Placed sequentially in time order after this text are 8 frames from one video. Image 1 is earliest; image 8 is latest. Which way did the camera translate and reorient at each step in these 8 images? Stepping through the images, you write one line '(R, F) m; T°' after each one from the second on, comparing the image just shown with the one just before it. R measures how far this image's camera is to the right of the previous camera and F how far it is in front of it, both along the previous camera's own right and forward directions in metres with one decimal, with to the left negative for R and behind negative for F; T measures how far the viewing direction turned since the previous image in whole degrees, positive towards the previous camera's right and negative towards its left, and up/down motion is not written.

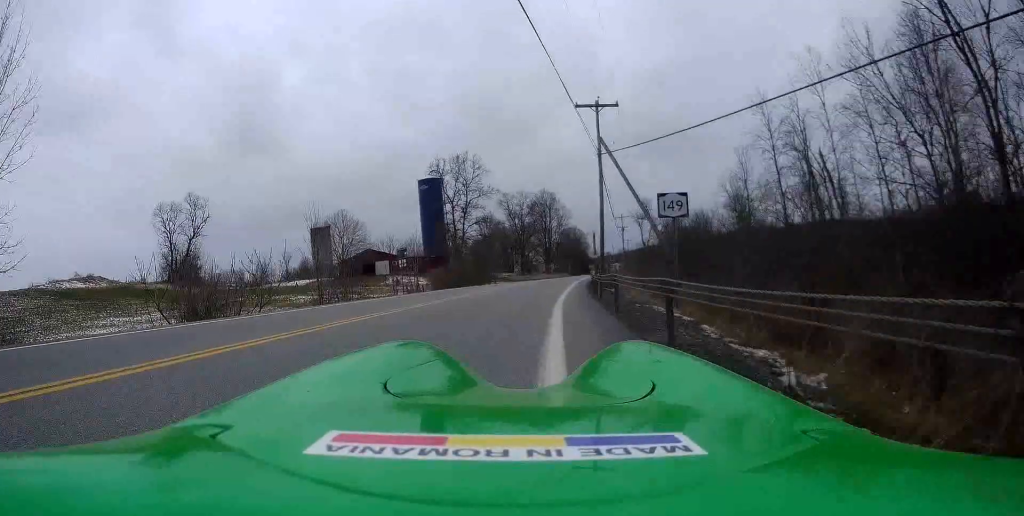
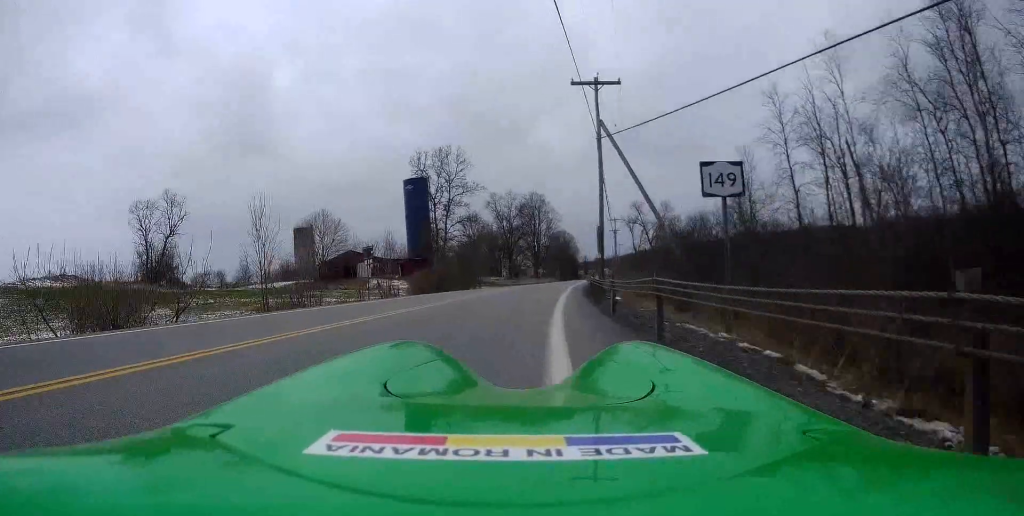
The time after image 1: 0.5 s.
(+0.2, +4.6) m; -2°
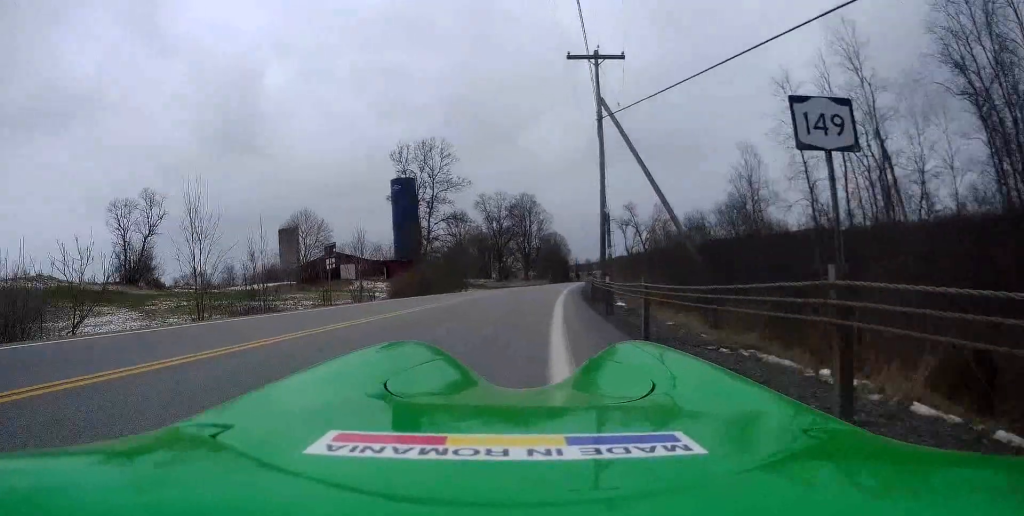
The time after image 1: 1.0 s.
(-0.1, +4.3) m; -2°
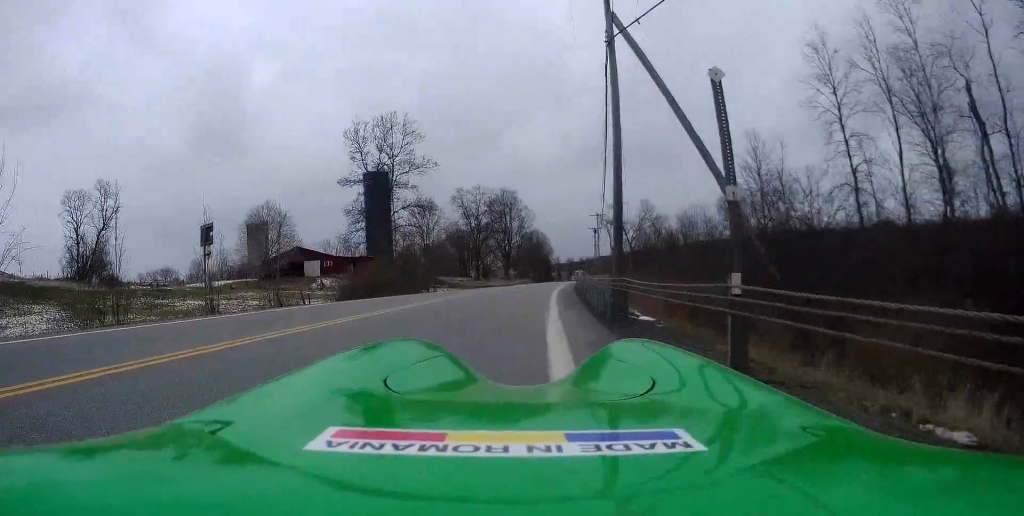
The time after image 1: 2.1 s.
(-0.5, +9.0) m; 0°
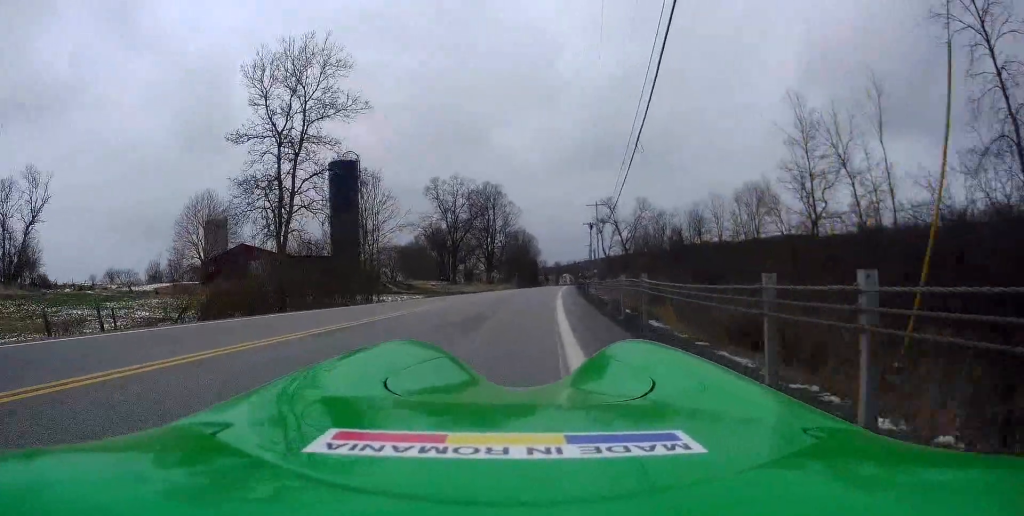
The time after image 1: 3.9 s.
(+1.4, +15.3) m; +8°
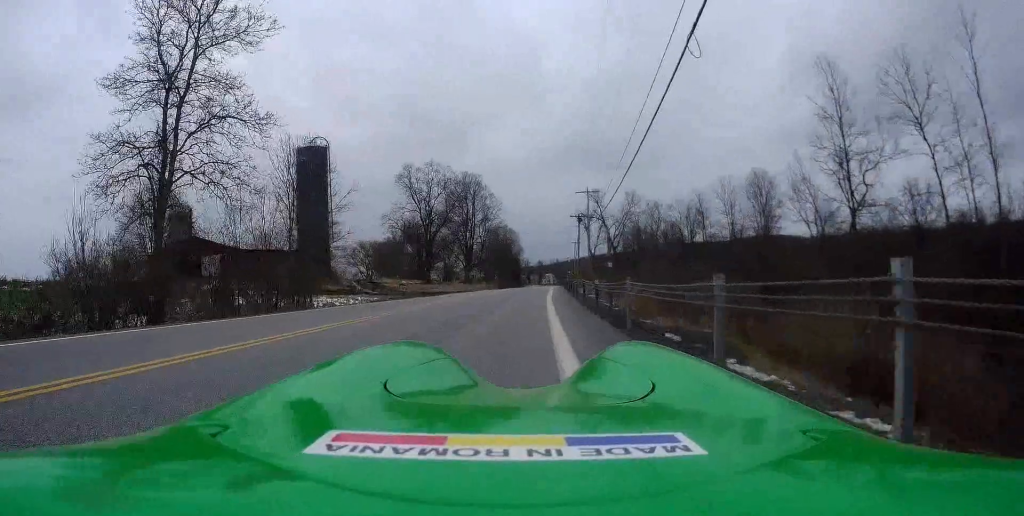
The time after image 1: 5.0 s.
(+0.1, +9.3) m; +3°
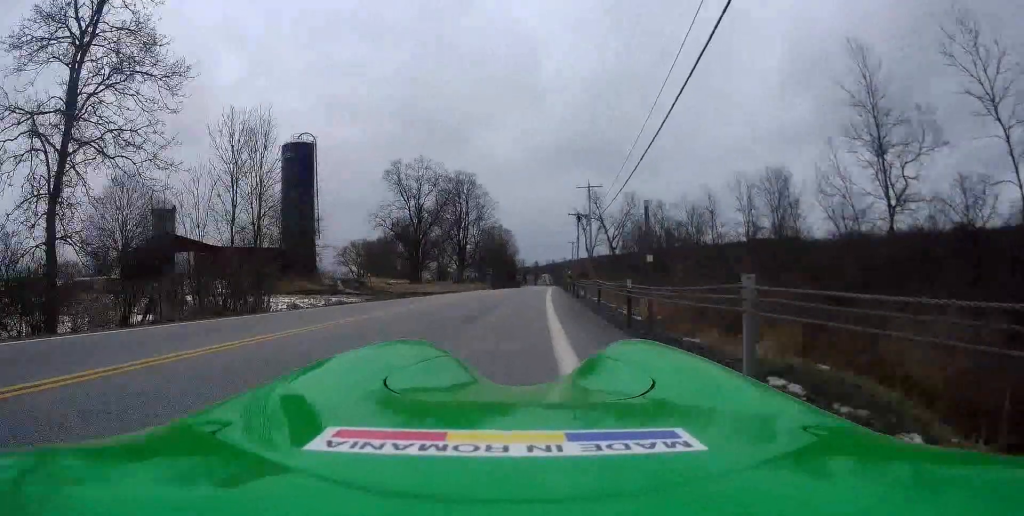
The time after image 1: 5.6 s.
(+0.2, +5.4) m; +2°
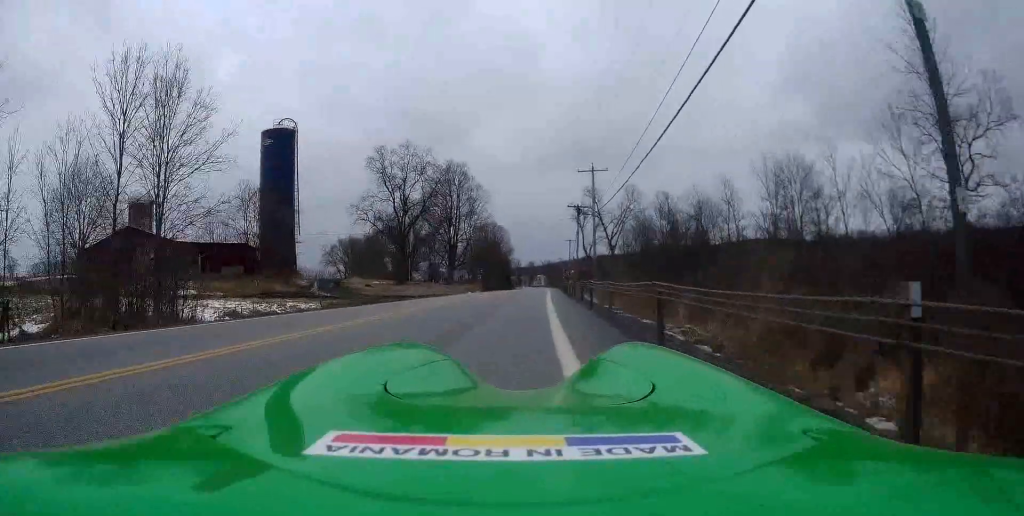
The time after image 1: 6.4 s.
(+0.1, +7.2) m; +2°
